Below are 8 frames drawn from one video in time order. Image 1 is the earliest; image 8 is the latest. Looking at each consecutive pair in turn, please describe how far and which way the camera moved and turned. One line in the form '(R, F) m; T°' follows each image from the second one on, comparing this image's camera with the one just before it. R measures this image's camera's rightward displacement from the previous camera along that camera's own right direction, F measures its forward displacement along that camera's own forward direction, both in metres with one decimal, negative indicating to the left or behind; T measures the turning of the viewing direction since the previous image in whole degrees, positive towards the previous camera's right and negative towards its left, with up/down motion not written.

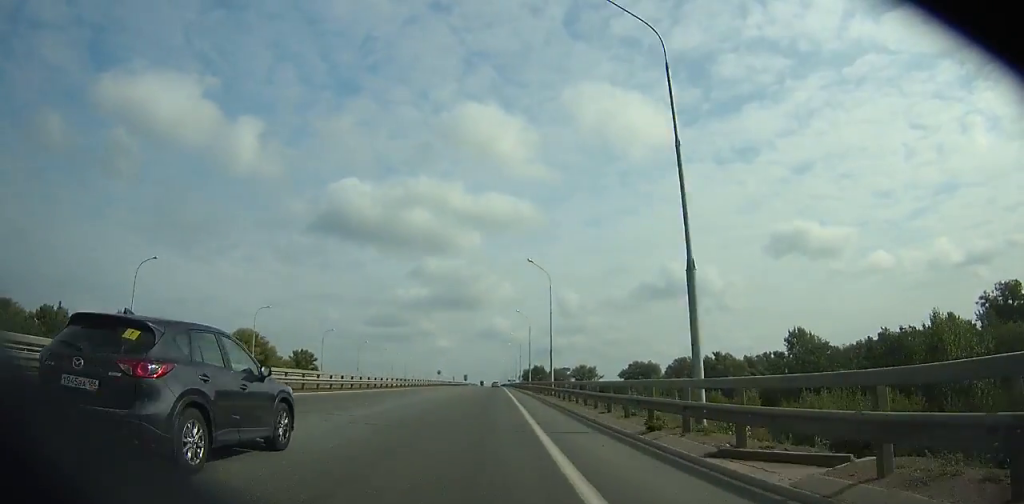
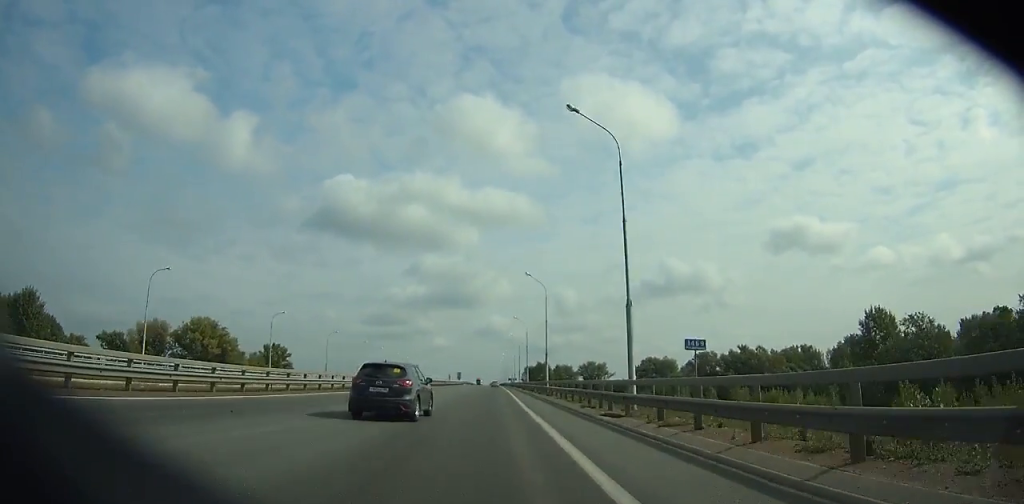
(0.0, +32.3) m; 0°
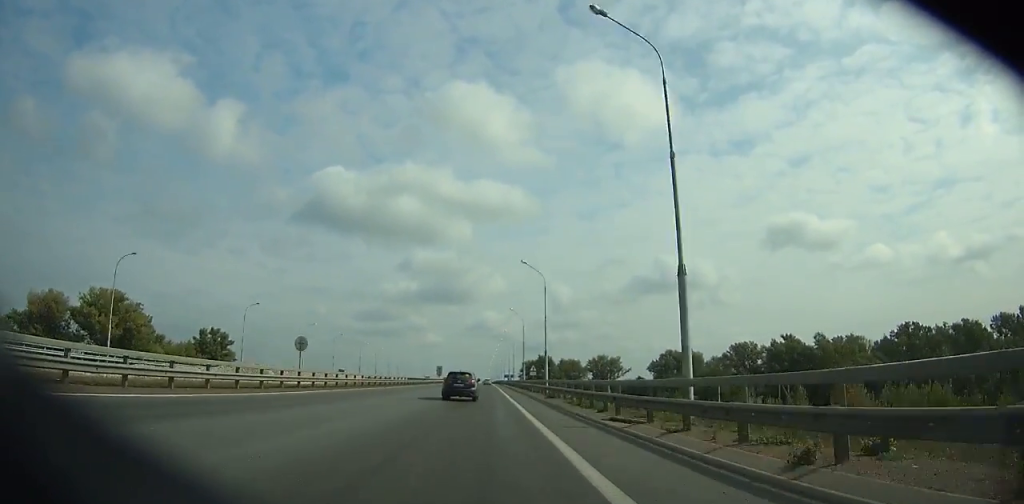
(+0.1, +47.9) m; 0°
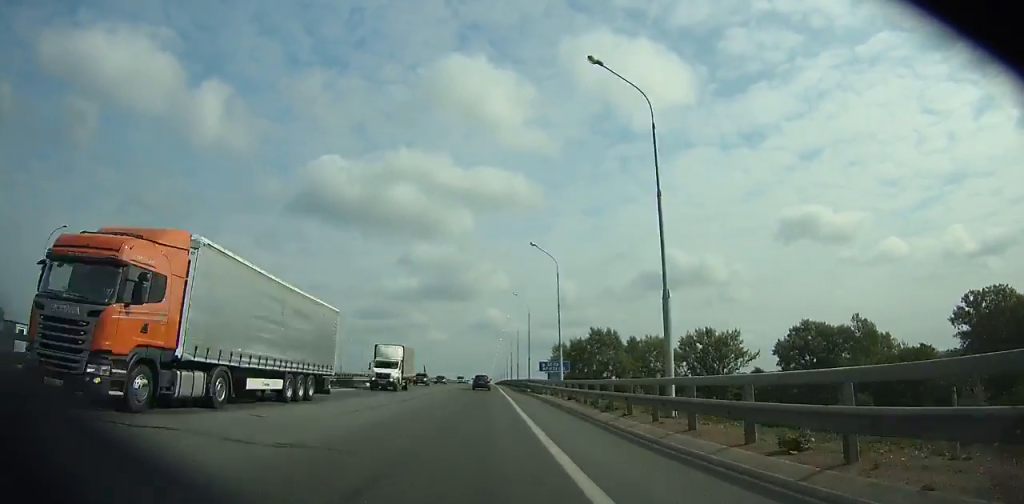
(-0.1, +116.9) m; 0°
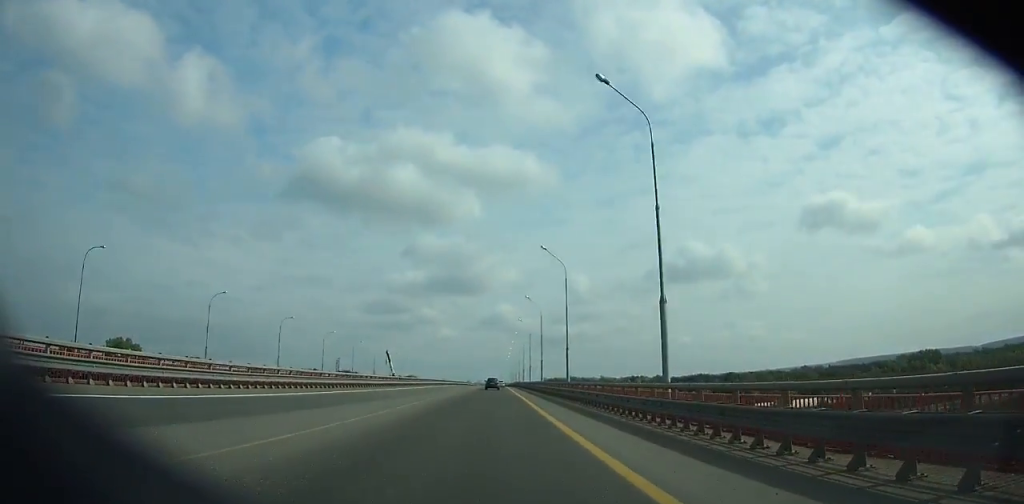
(-0.9, +152.5) m; -1°
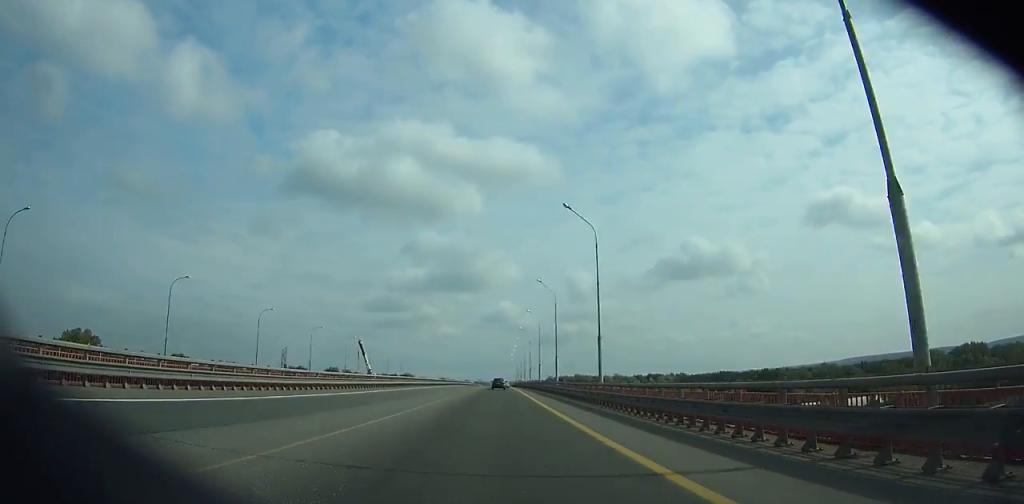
(-0.1, +43.2) m; 0°
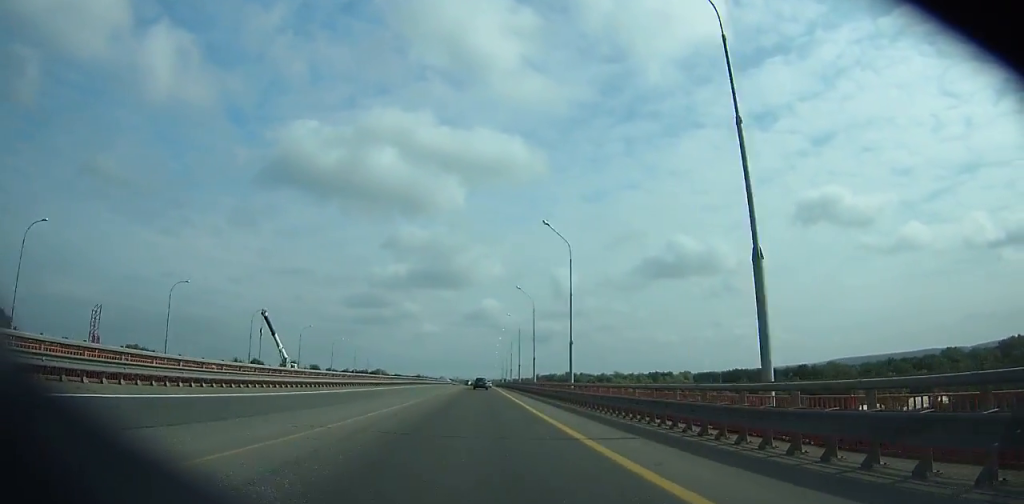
(+0.2, +53.9) m; 0°
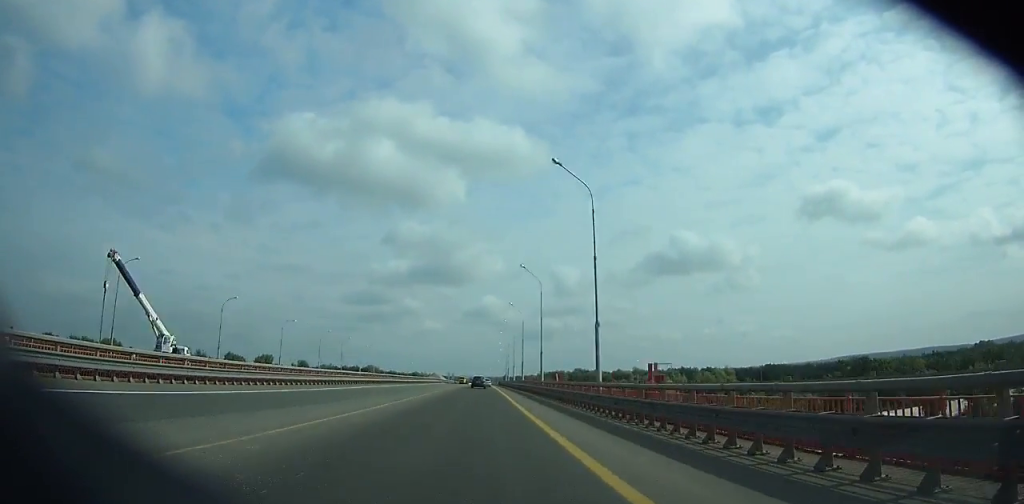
(+0.3, +40.8) m; 0°
